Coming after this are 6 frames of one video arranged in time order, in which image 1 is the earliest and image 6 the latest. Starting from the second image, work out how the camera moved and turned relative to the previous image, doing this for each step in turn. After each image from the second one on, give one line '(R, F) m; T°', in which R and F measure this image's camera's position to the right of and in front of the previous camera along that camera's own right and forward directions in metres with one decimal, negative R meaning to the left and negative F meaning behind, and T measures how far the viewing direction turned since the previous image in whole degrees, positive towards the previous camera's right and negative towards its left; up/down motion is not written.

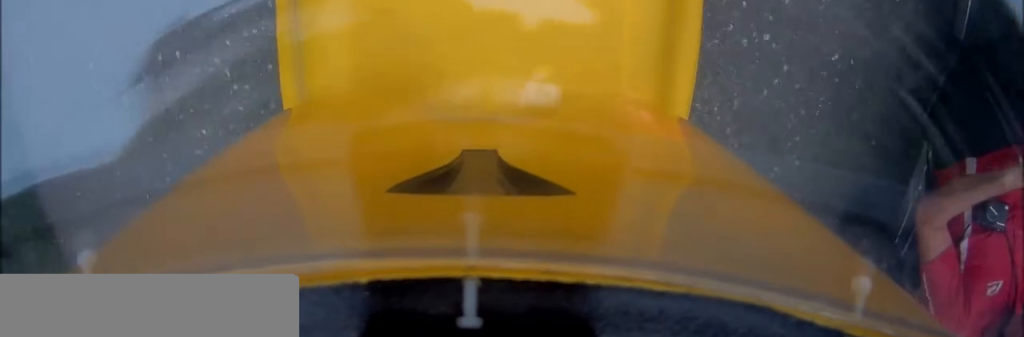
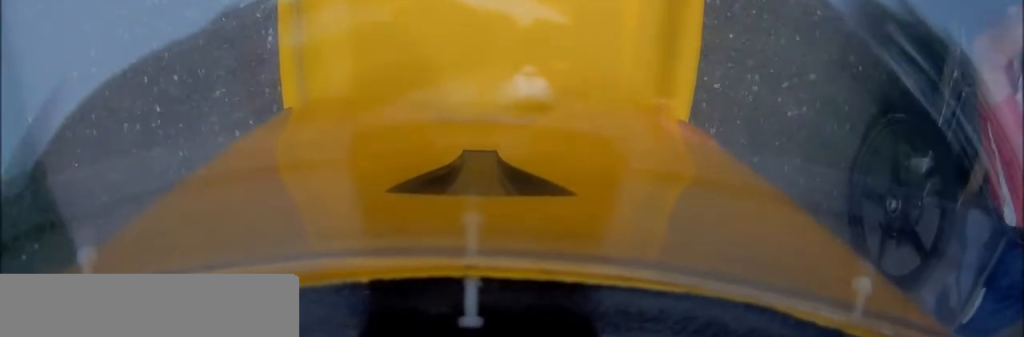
(+1.4, +7.0) m; +11°
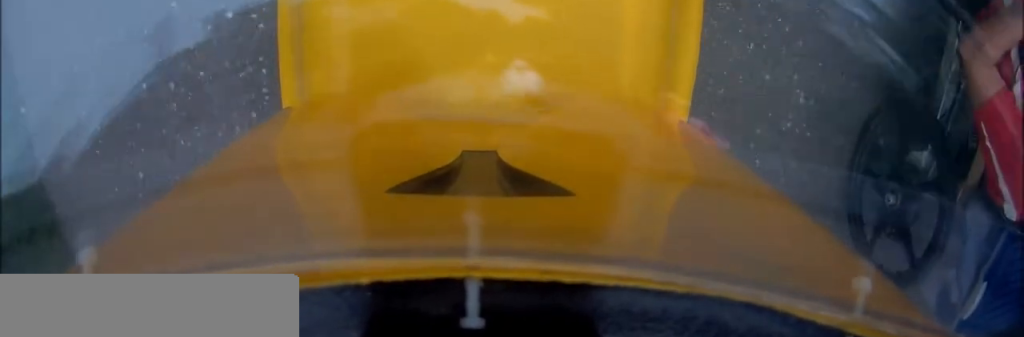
(-0.3, +4.4) m; -2°
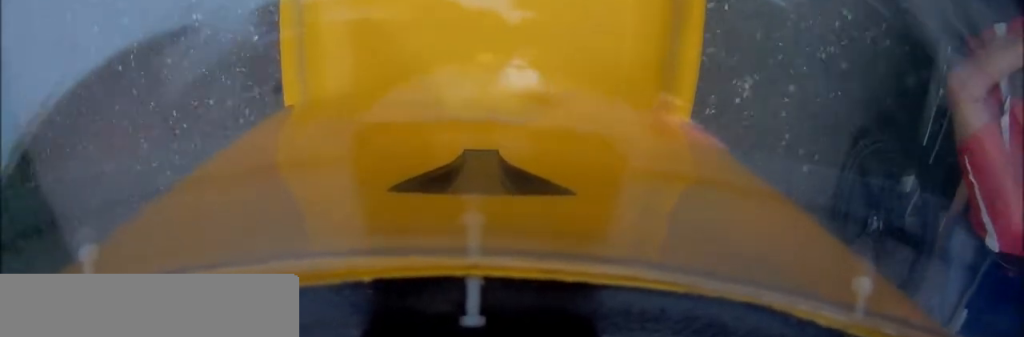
(+0.3, +4.9) m; +1°
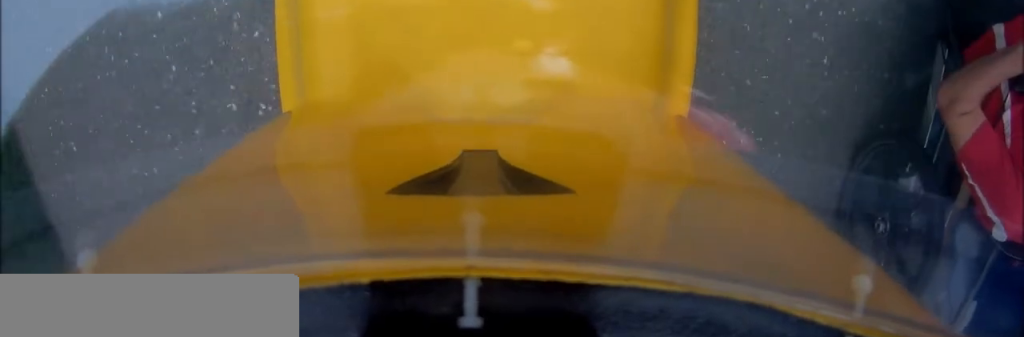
(-0.3, +2.9) m; -4°
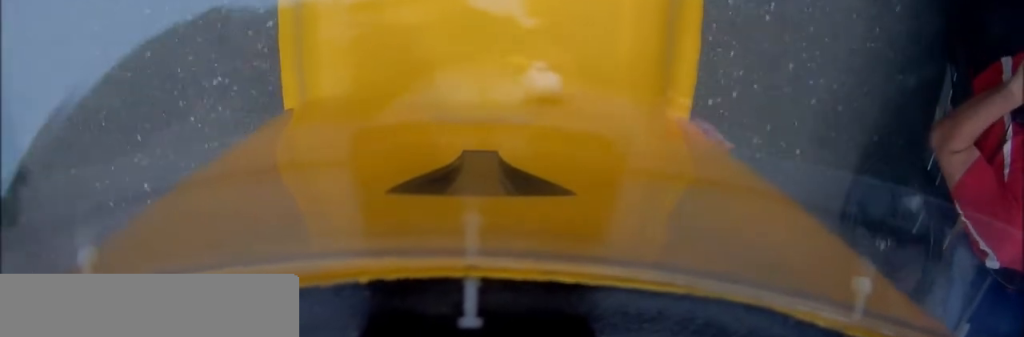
(-0.1, +2.2) m; -1°
